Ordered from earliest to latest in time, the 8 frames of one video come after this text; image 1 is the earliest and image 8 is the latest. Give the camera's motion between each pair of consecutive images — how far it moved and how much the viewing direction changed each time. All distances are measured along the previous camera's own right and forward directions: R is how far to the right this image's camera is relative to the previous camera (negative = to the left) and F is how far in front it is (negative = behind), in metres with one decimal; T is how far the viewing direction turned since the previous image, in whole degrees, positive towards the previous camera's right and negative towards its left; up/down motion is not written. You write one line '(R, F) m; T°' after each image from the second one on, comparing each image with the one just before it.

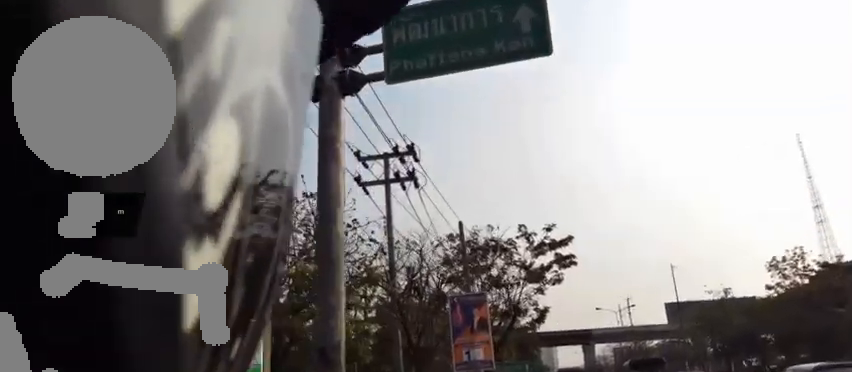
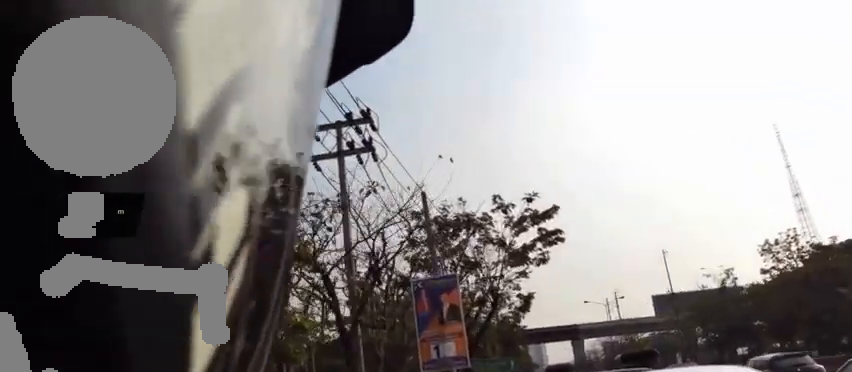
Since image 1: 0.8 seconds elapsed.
(+0.2, +4.8) m; -2°
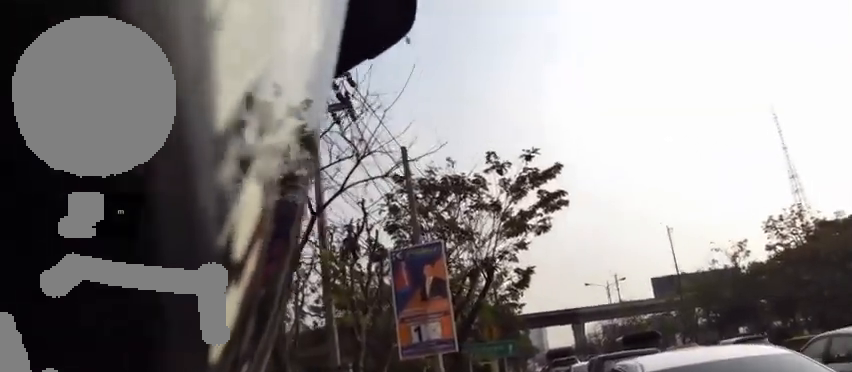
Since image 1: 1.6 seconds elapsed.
(-0.2, +3.9) m; -6°
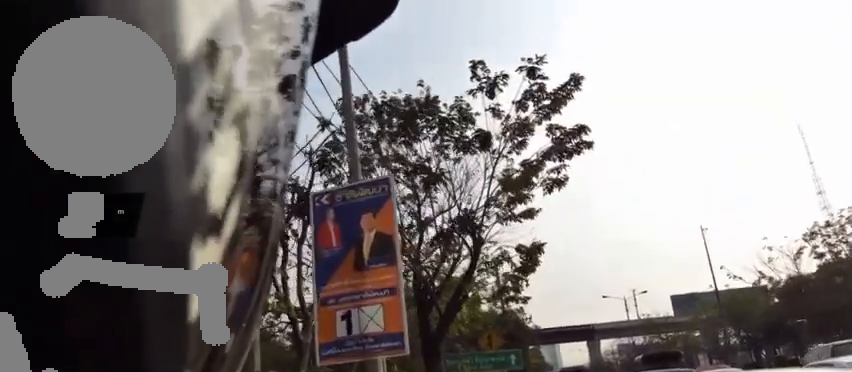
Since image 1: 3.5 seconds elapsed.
(-0.4, +6.6) m; -1°
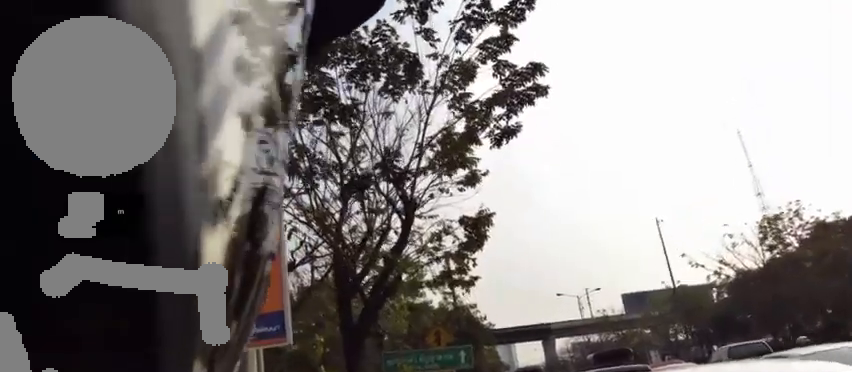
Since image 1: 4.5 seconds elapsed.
(0.0, +2.4) m; 0°
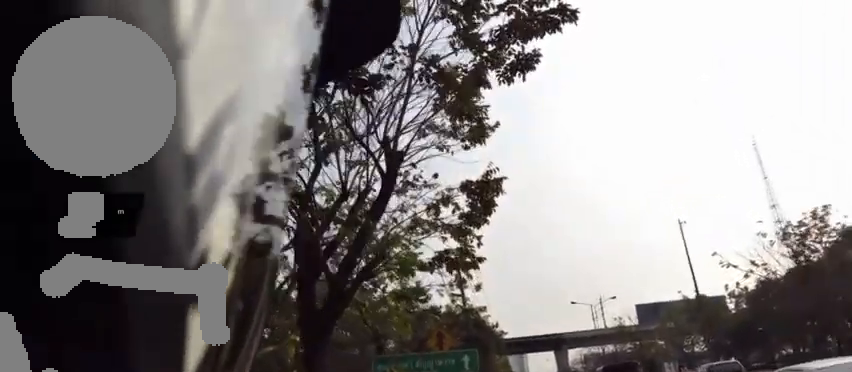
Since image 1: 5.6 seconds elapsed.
(0.0, +2.0) m; 0°
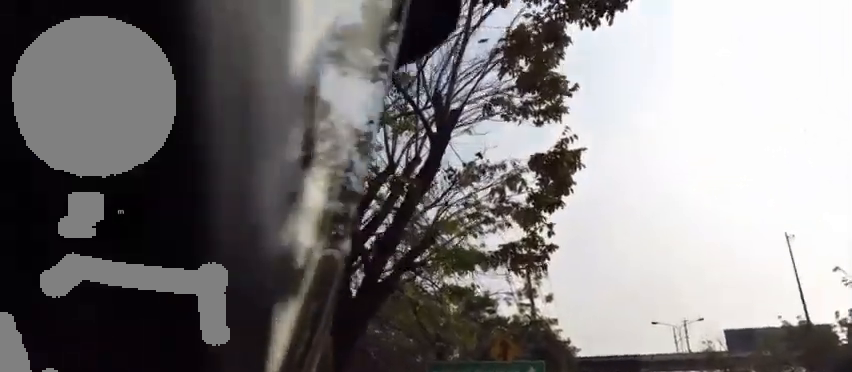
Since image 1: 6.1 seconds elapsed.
(0.0, +0.8) m; 0°
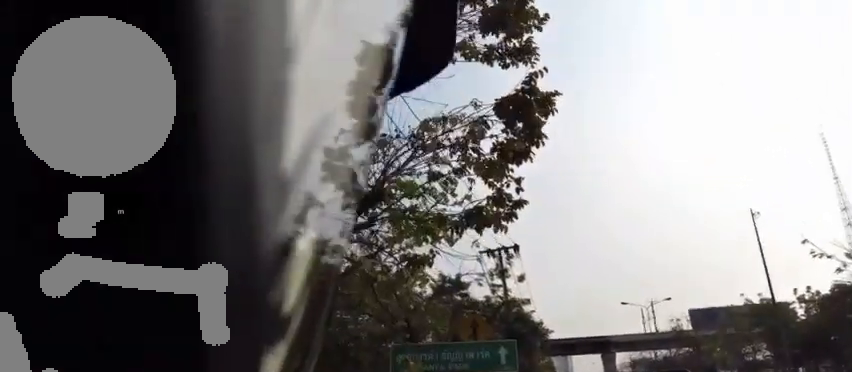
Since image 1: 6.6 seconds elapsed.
(0.0, +0.6) m; 0°
